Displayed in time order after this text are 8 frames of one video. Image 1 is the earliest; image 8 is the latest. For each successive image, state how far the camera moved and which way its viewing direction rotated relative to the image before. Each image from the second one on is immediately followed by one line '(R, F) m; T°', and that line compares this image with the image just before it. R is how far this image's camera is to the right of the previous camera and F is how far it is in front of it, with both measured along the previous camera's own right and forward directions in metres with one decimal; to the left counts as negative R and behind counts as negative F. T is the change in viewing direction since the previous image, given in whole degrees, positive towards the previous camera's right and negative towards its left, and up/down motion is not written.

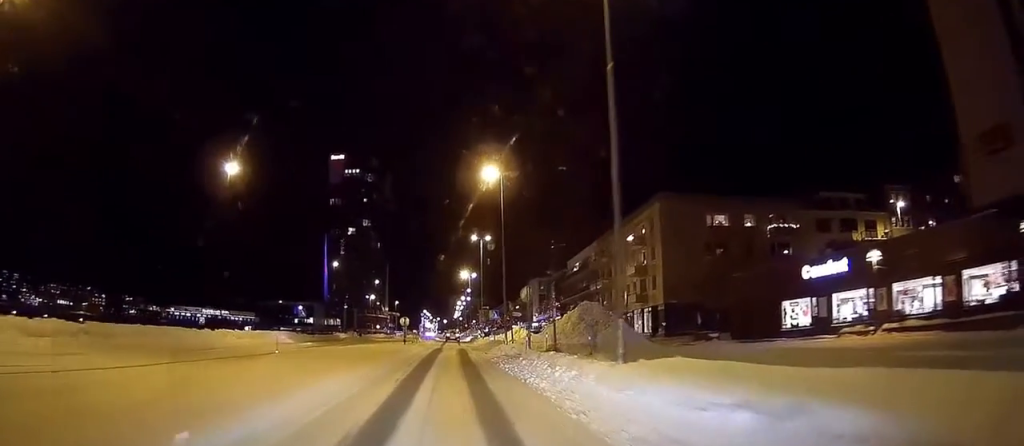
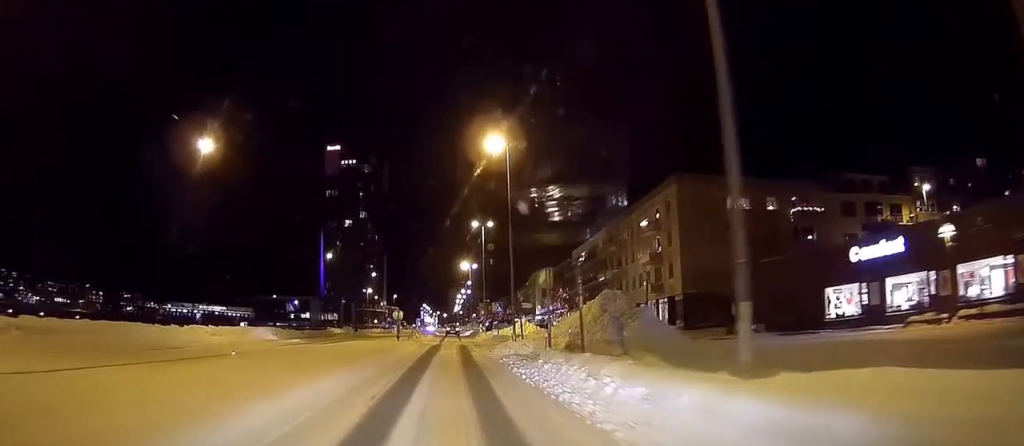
(-0.1, +5.0) m; +1°
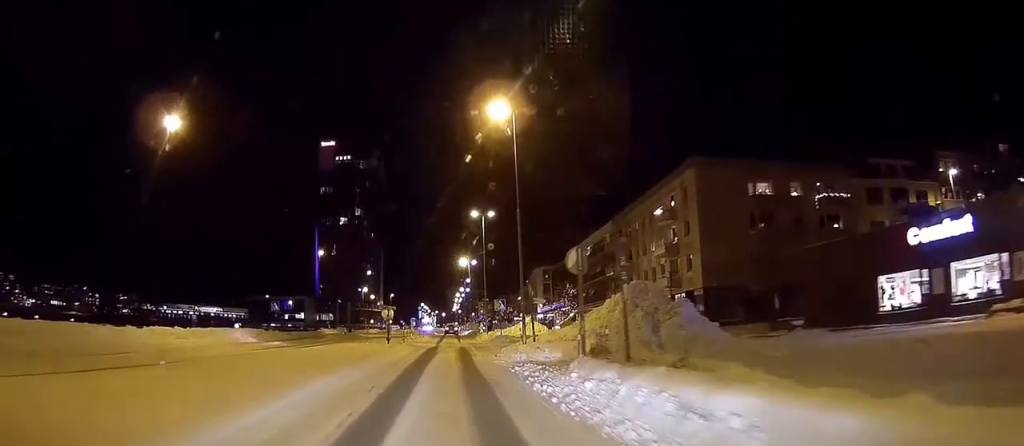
(+0.1, +4.9) m; 0°
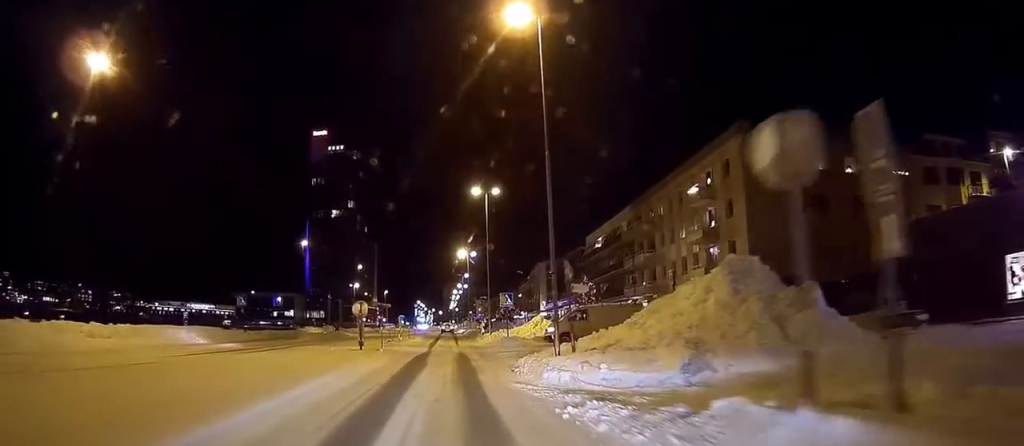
(-0.1, +9.1) m; -3°
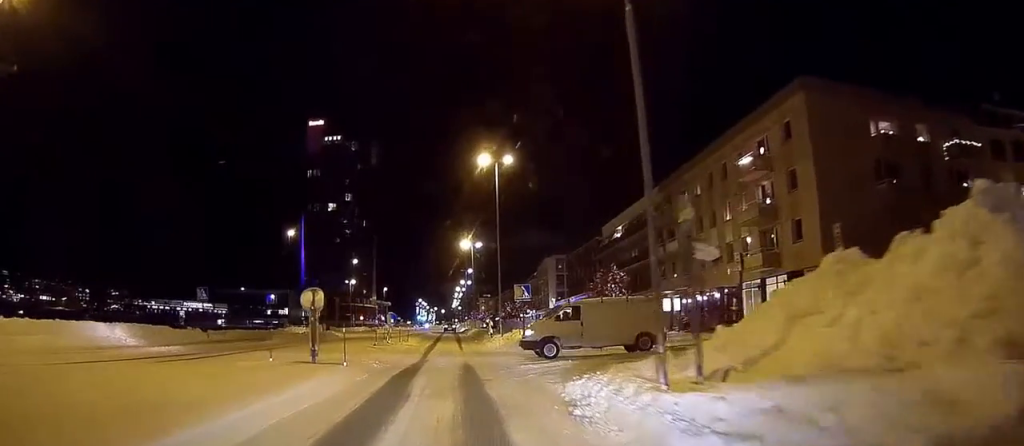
(-0.2, +8.9) m; -2°
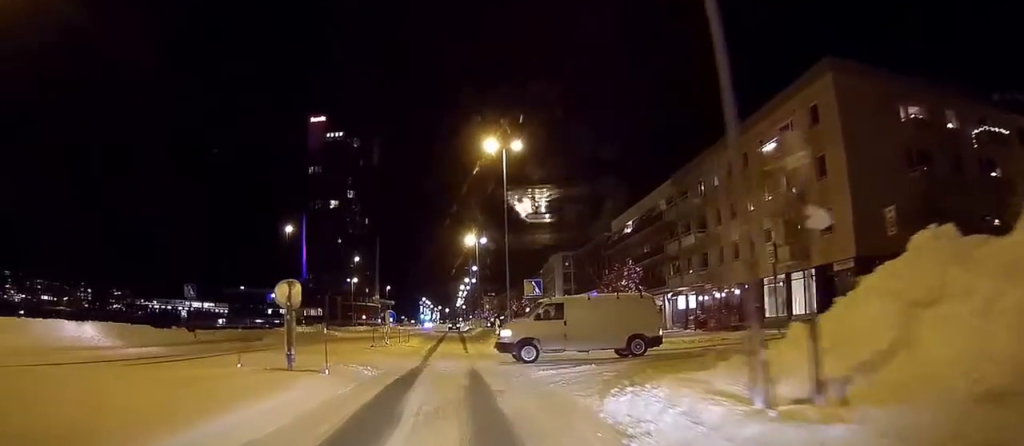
(0.0, +2.6) m; 0°
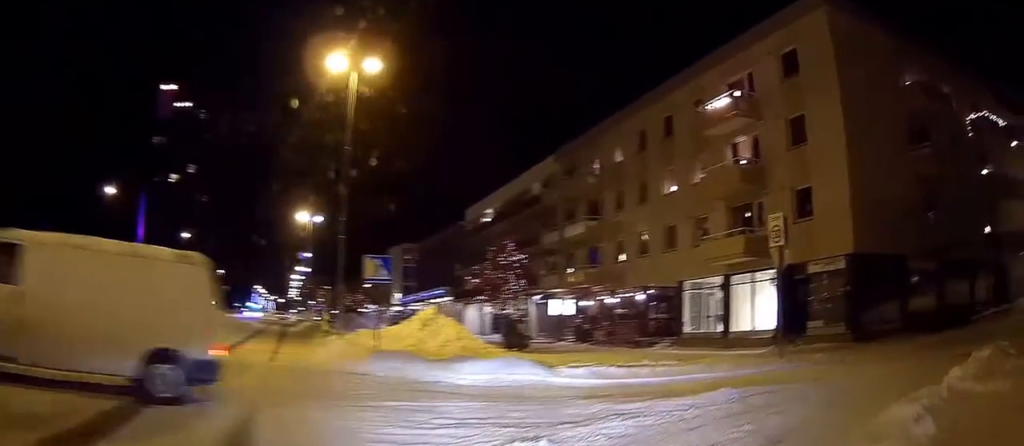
(+1.0, +9.3) m; +25°
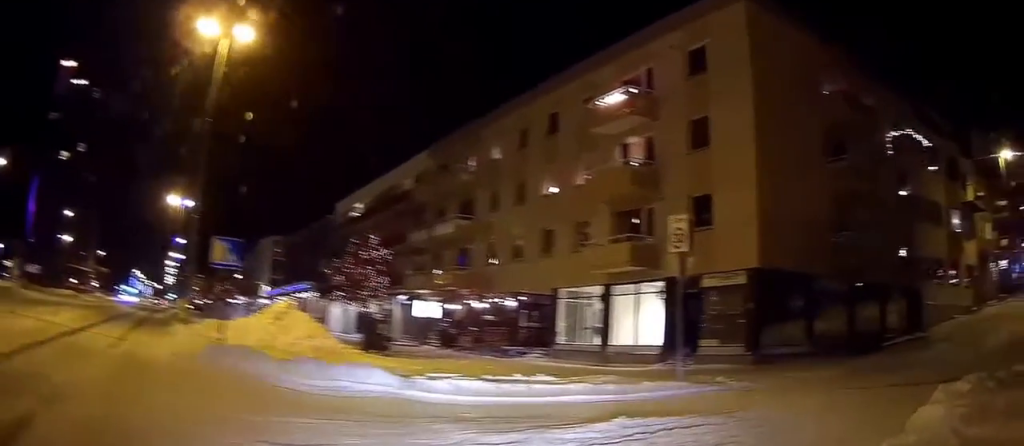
(+0.4, +2.1) m; +11°
